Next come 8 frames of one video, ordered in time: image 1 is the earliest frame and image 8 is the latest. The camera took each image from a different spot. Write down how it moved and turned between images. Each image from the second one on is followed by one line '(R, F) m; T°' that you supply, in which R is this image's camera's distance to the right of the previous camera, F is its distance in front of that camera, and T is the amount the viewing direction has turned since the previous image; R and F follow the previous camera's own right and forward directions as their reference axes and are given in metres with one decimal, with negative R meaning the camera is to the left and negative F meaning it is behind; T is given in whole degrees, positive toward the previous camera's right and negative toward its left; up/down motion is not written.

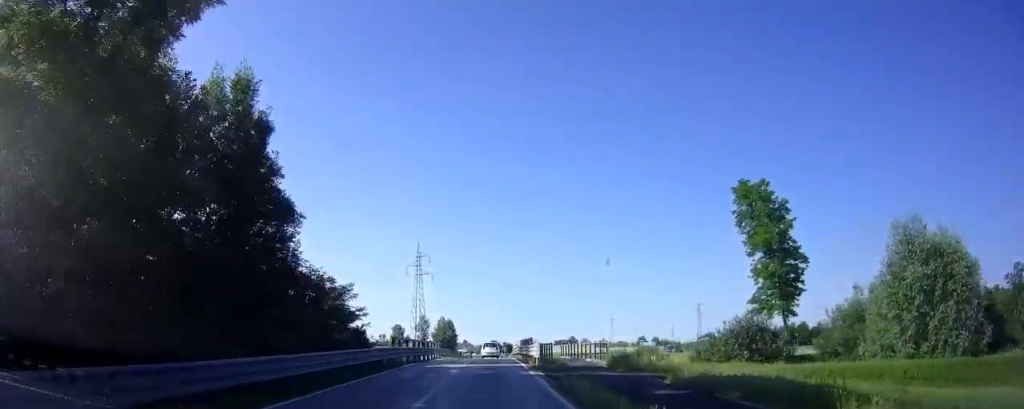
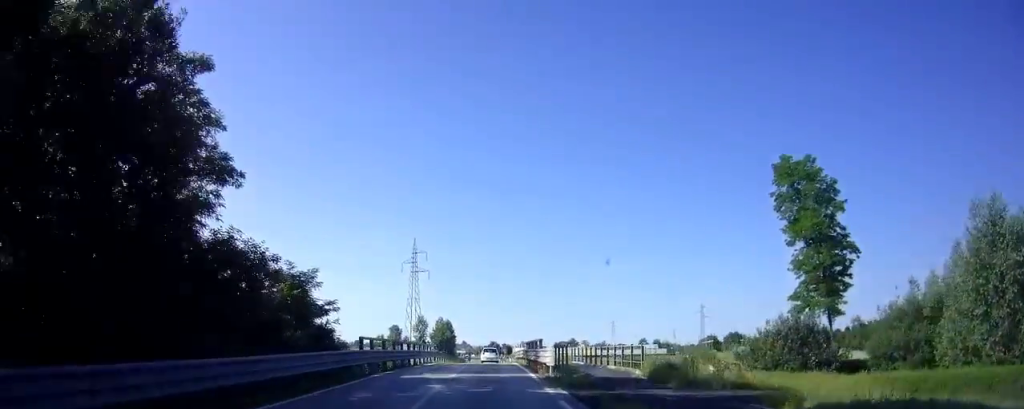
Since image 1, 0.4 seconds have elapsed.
(+0.1, +6.7) m; 0°
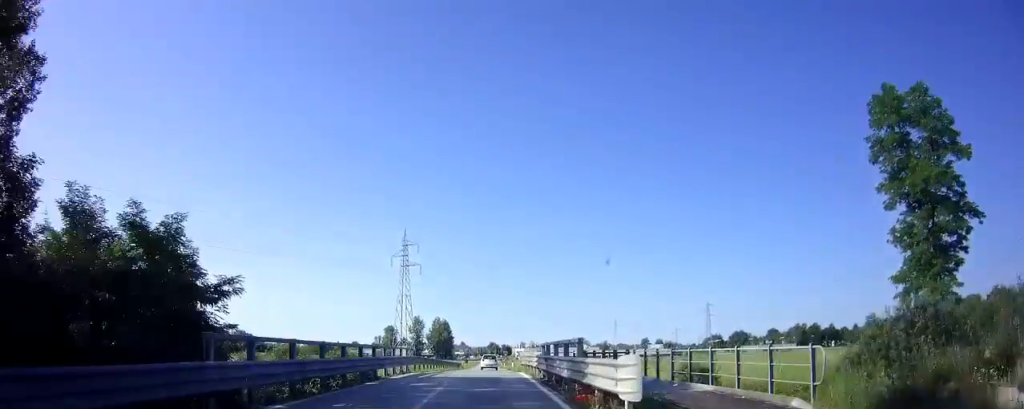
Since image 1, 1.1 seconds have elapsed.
(-0.1, +10.3) m; 0°
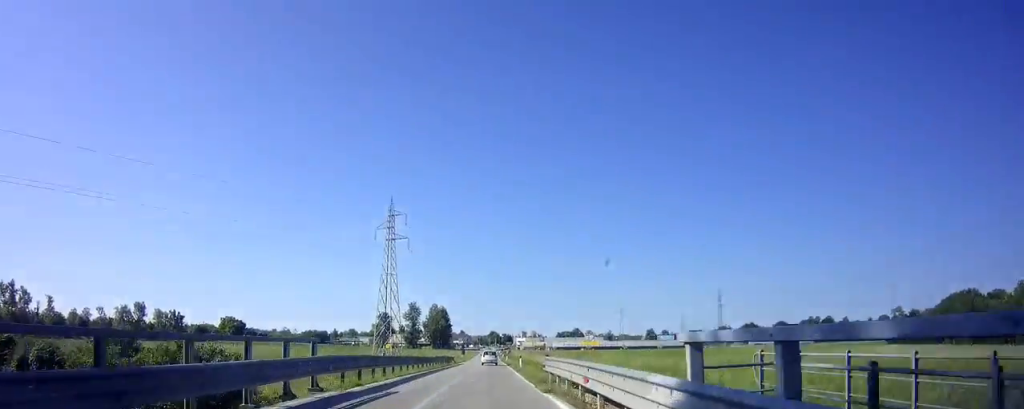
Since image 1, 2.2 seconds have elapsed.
(0.0, +16.6) m; 0°
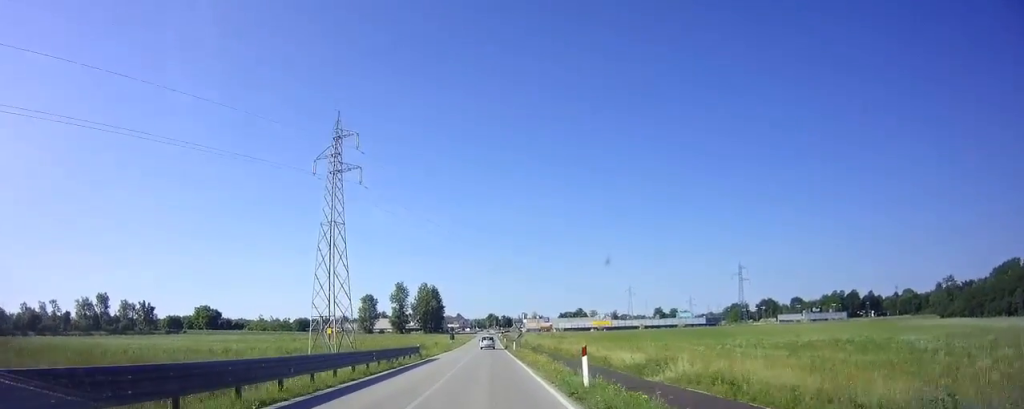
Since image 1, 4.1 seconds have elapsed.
(0.0, +29.6) m; 0°
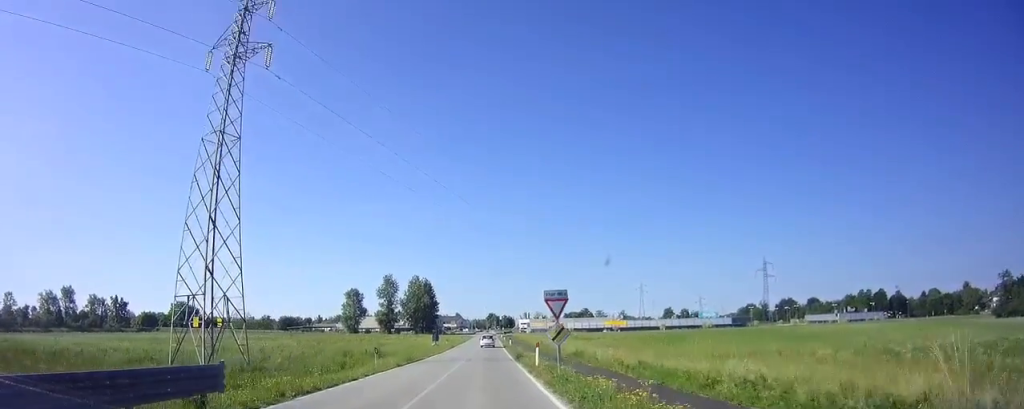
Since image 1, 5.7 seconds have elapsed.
(0.0, +26.2) m; 0°
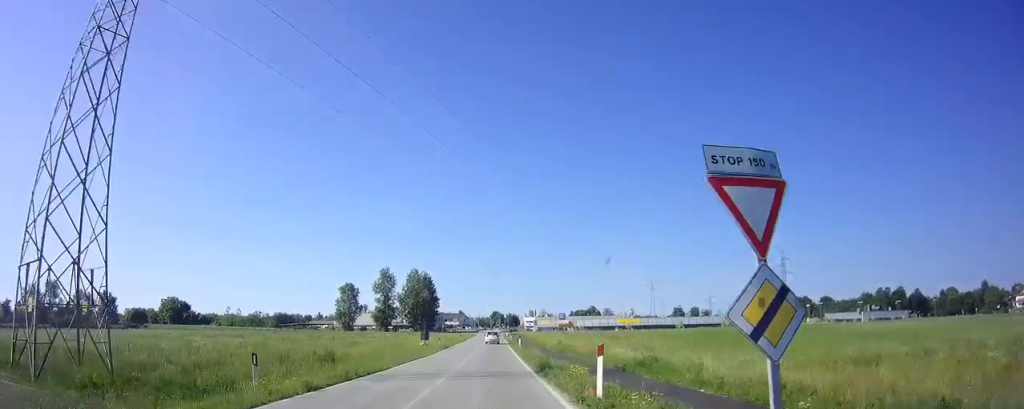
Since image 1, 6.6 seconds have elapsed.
(0.0, +13.2) m; 0°
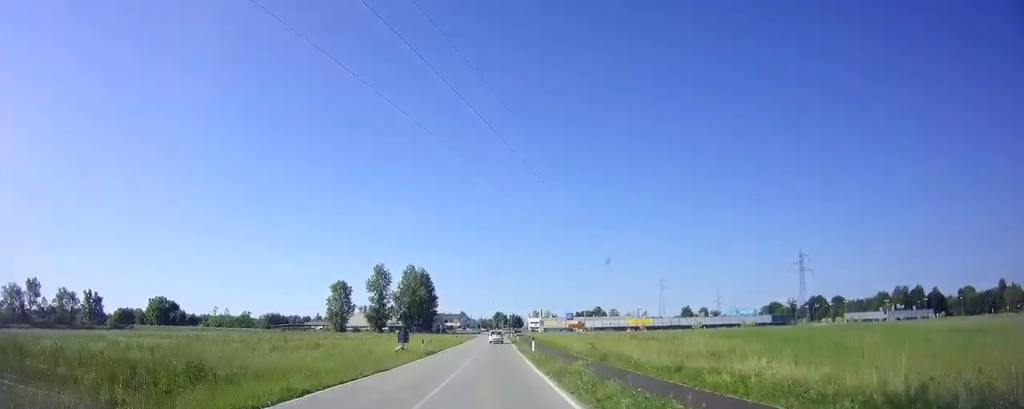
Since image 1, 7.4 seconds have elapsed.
(-0.1, +13.2) m; 0°
